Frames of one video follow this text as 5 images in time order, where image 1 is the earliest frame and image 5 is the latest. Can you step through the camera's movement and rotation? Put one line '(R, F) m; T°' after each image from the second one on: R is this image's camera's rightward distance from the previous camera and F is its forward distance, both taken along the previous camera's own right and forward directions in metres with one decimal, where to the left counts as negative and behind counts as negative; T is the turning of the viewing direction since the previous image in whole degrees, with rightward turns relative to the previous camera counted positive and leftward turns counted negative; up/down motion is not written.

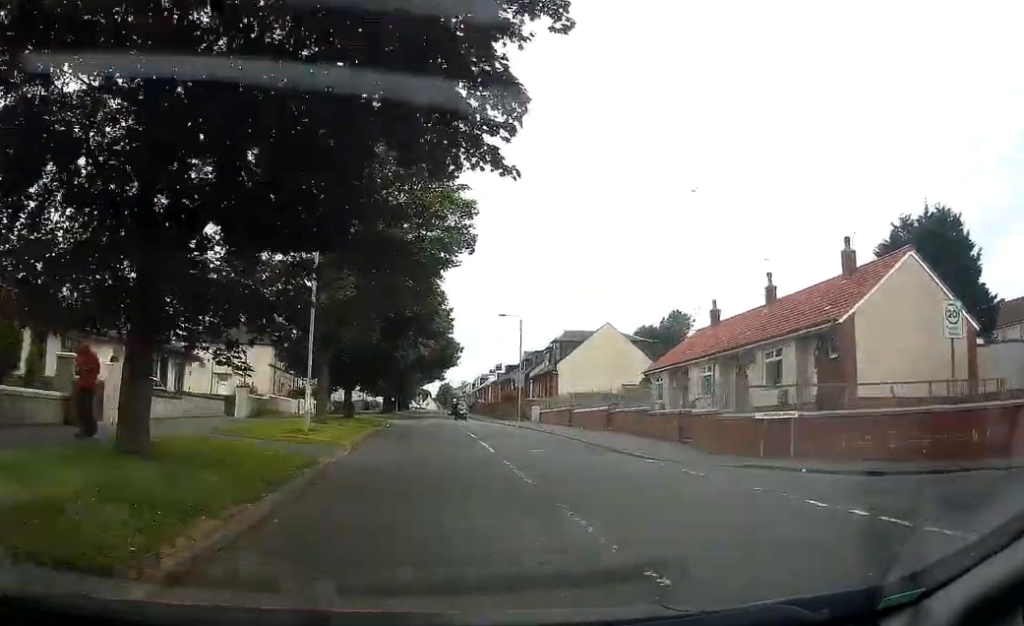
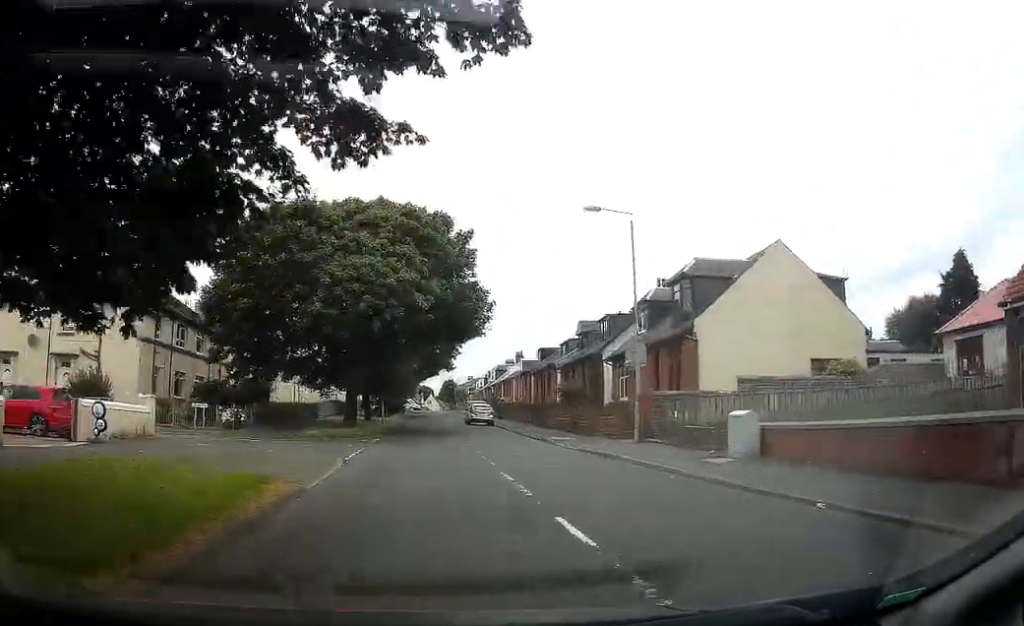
(-0.2, +30.9) m; +1°
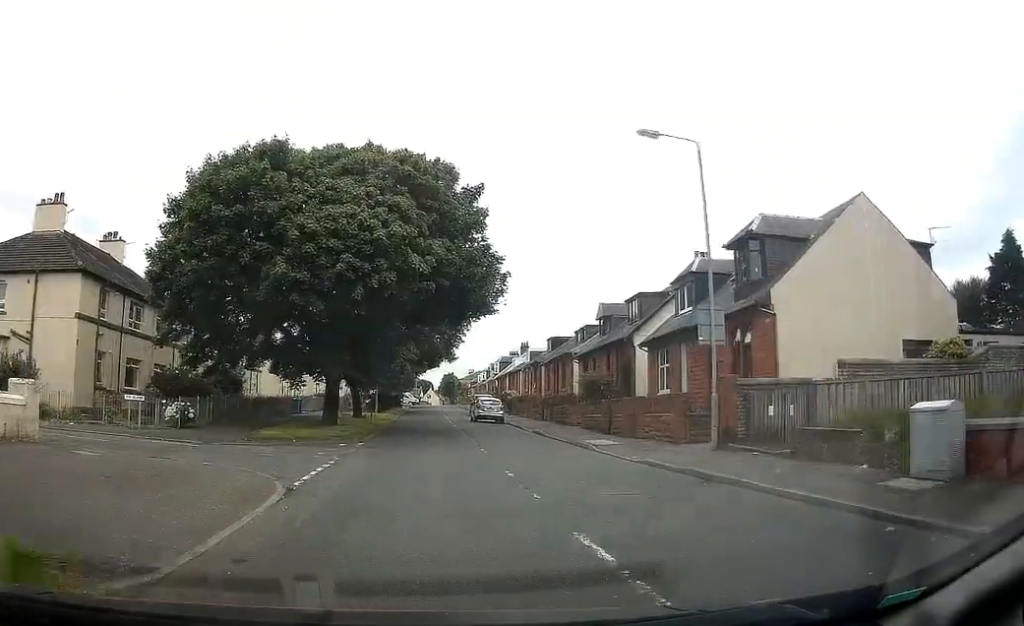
(+0.1, +7.0) m; +1°
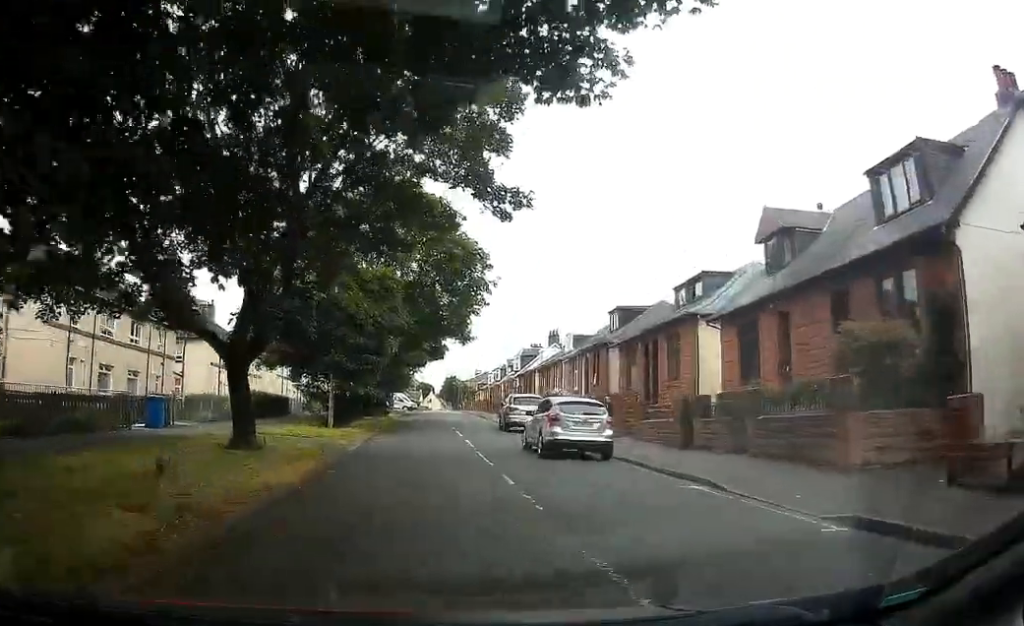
(-0.1, +24.8) m; -1°
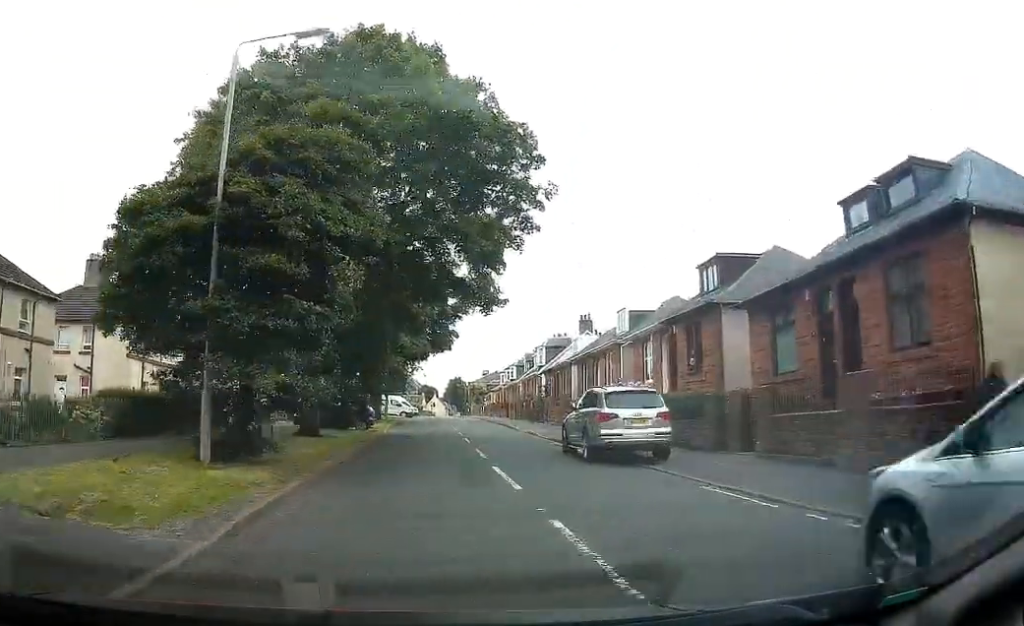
(-0.2, +16.4) m; -1°
